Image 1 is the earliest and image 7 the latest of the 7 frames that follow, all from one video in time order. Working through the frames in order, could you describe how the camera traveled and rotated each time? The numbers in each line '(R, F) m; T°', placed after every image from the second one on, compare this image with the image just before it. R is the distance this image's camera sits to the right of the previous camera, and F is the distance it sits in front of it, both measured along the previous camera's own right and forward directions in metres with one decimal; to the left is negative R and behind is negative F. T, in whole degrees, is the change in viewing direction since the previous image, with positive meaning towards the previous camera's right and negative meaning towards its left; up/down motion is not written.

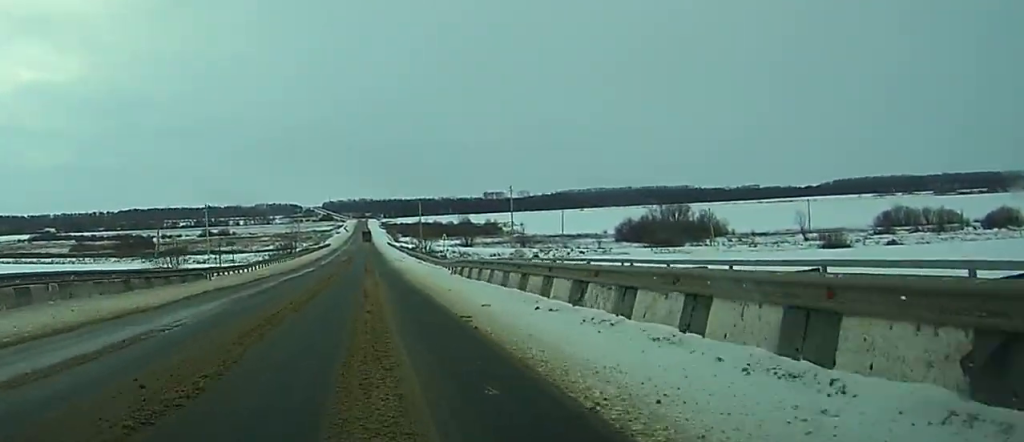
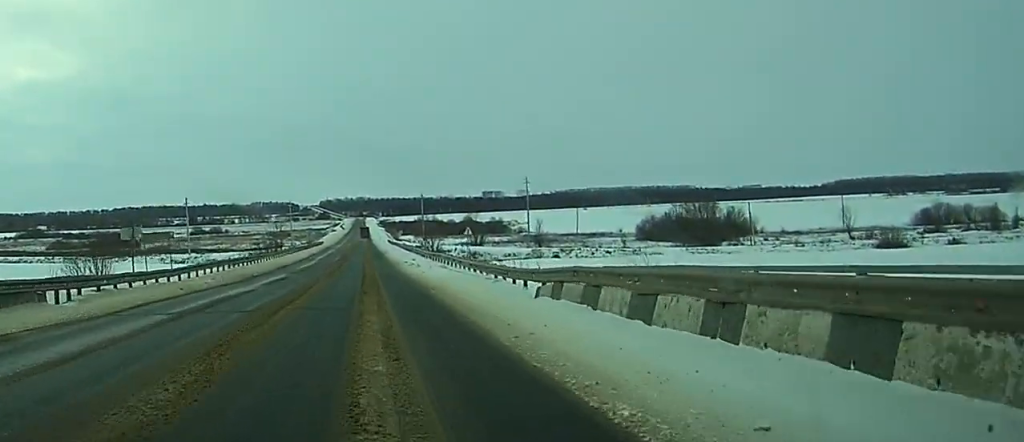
(-0.1, +22.4) m; 0°
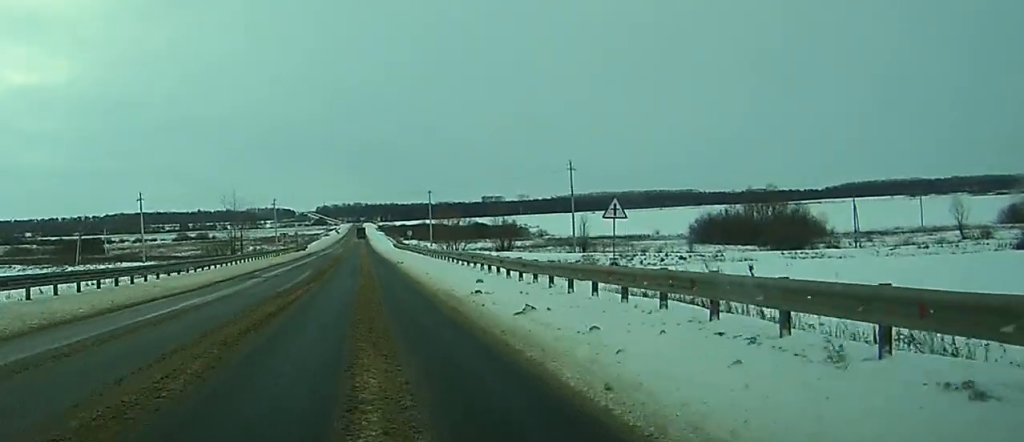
(+0.2, +40.6) m; 0°
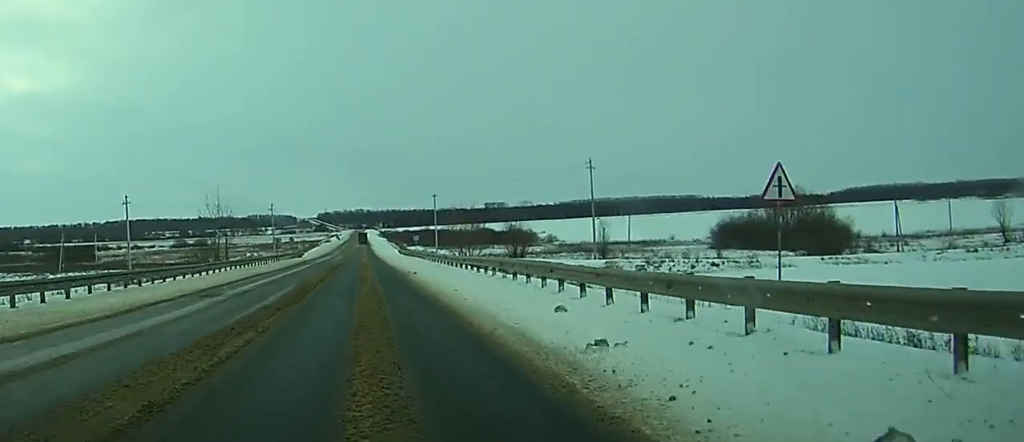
(0.0, +11.2) m; 0°
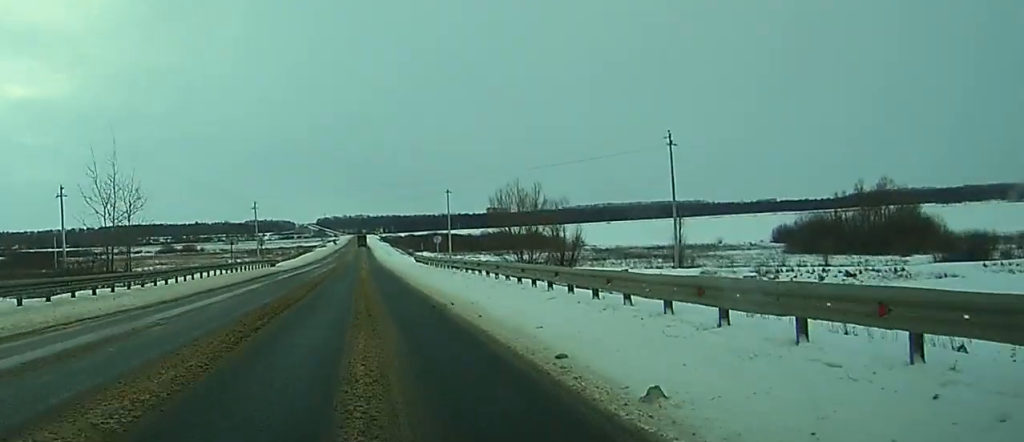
(0.0, +33.8) m; 0°
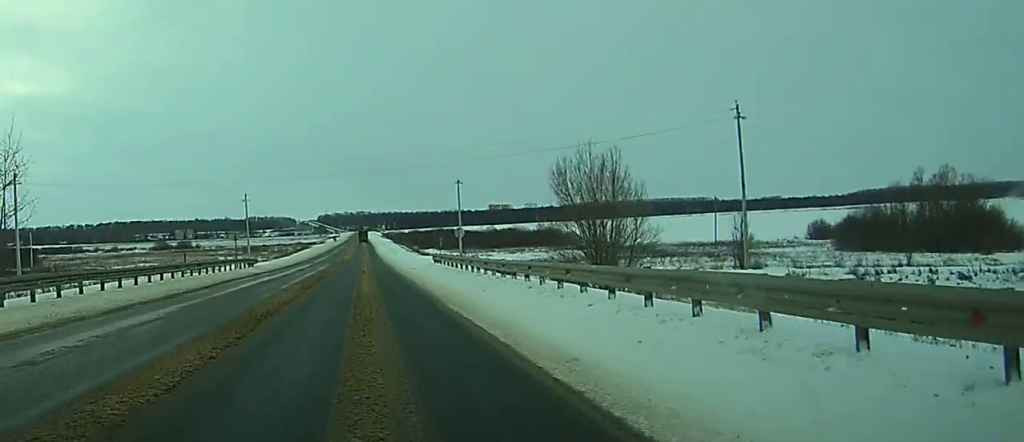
(+0.1, +17.4) m; 0°
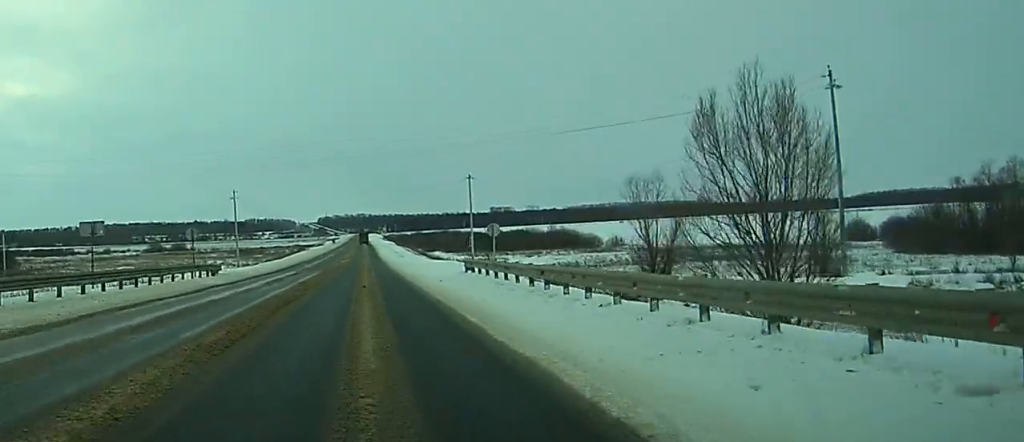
(0.0, +16.5) m; 0°
